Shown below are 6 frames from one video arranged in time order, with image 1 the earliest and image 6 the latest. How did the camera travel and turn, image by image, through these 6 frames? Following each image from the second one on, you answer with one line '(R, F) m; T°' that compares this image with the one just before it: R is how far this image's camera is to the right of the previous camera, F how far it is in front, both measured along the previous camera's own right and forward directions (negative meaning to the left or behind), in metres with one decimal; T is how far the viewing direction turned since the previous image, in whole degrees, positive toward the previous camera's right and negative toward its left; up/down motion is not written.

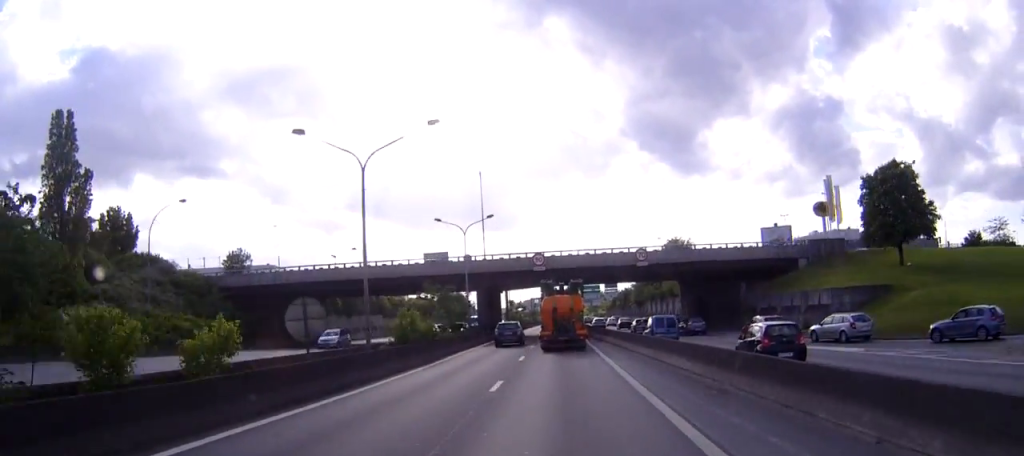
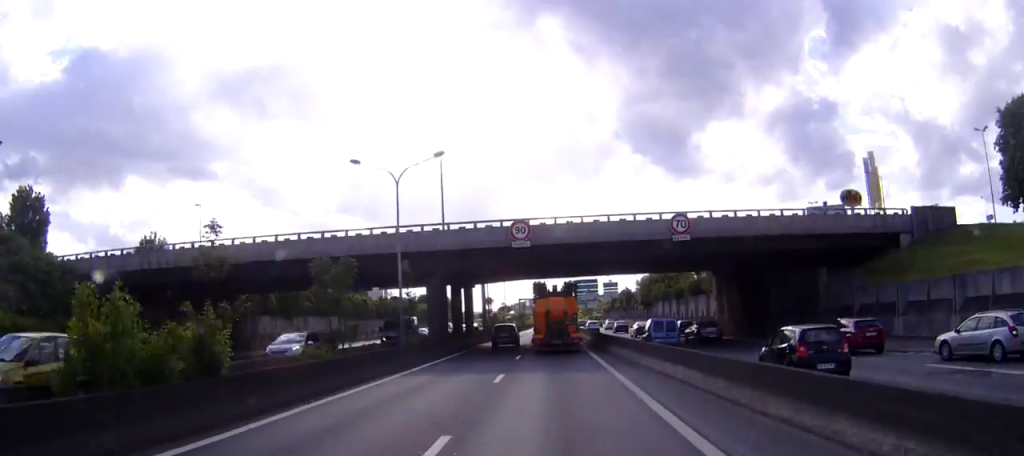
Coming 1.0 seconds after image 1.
(+0.2, +23.4) m; +1°
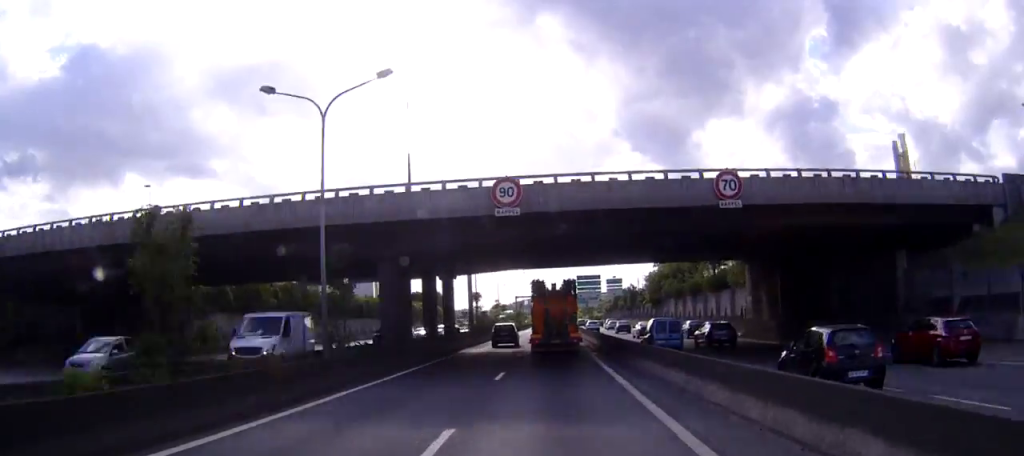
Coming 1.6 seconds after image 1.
(0.0, +12.1) m; 0°
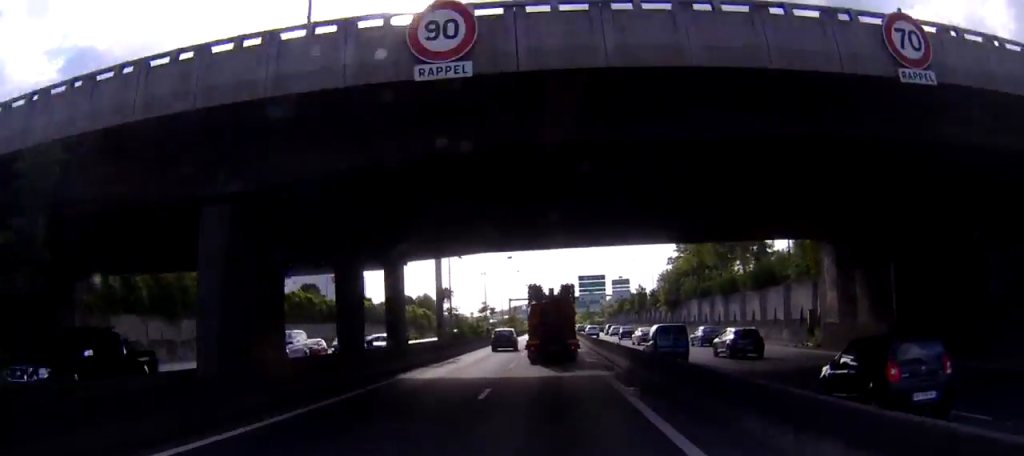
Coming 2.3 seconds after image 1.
(0.0, +17.3) m; 0°
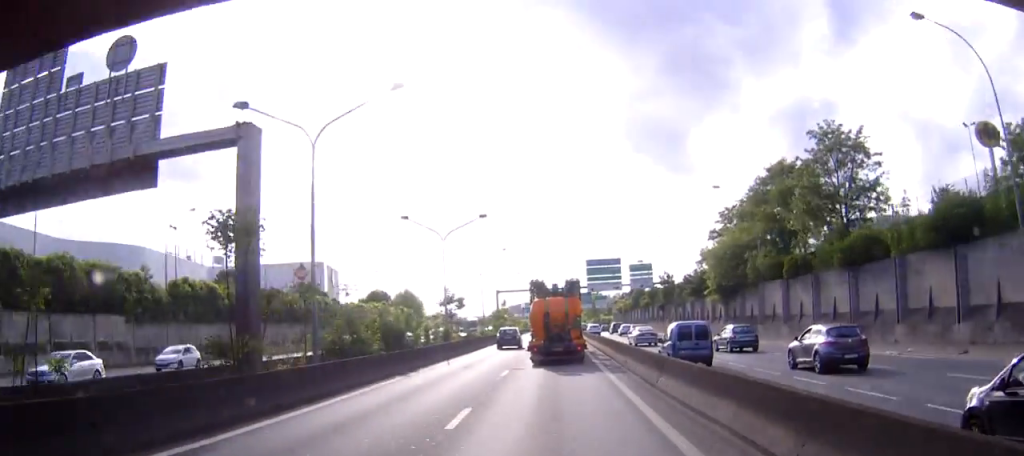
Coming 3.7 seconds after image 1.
(+0.2, +31.4) m; +1°
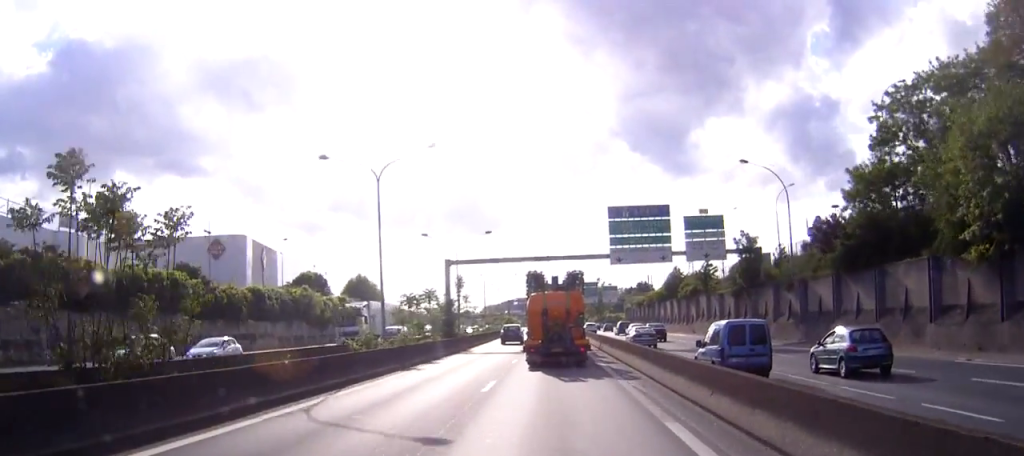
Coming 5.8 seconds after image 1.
(-0.3, +46.7) m; -1°
